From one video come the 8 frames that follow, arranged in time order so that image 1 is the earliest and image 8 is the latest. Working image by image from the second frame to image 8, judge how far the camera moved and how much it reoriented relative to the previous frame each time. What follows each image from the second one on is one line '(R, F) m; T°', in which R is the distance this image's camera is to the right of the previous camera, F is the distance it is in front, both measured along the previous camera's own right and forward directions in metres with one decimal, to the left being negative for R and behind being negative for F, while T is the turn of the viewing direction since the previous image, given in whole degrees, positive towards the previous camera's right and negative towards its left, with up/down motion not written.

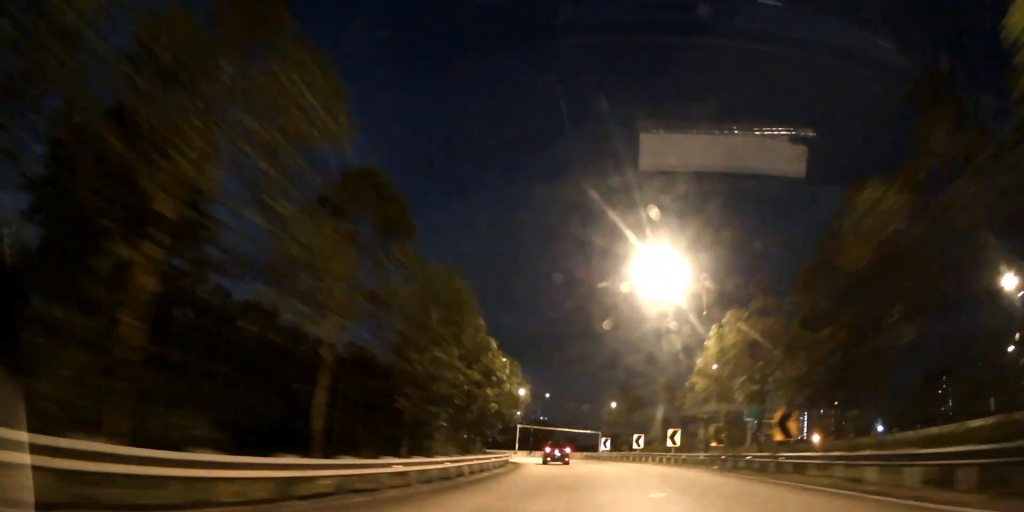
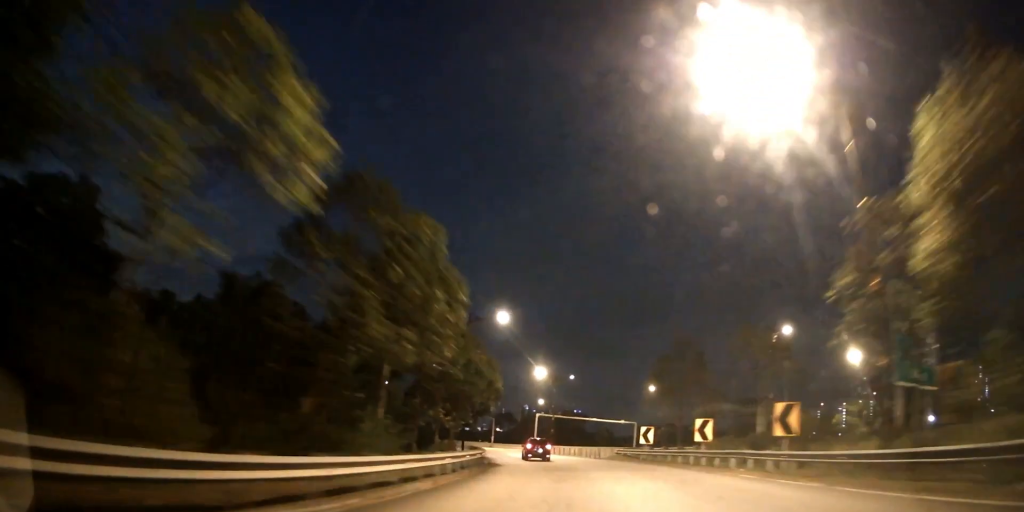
(-0.4, +20.6) m; -3°
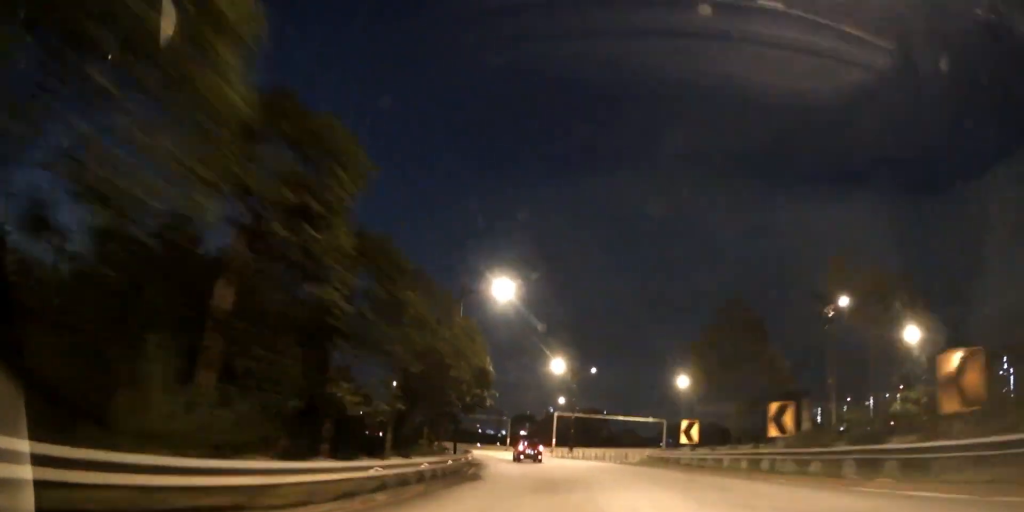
(0.0, +9.6) m; -2°
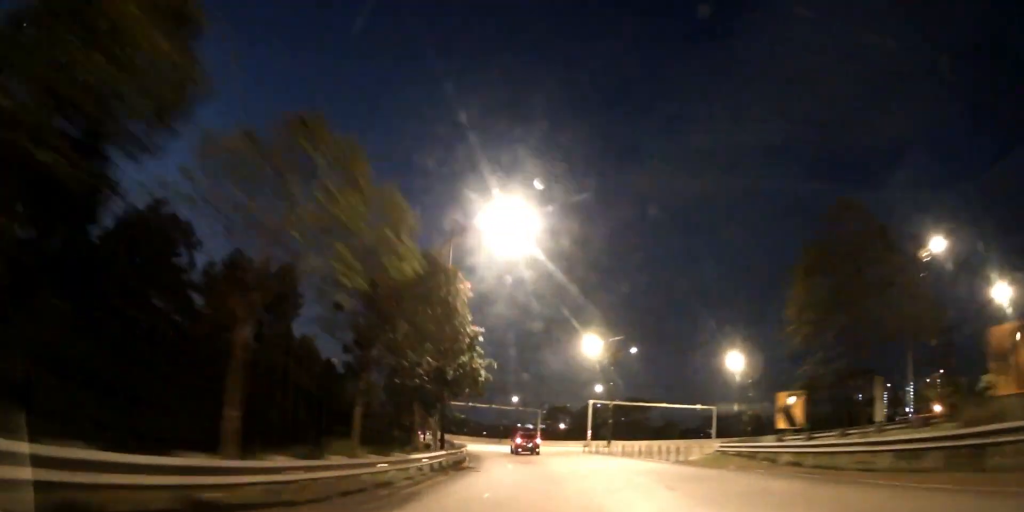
(-0.3, +11.4) m; -5°
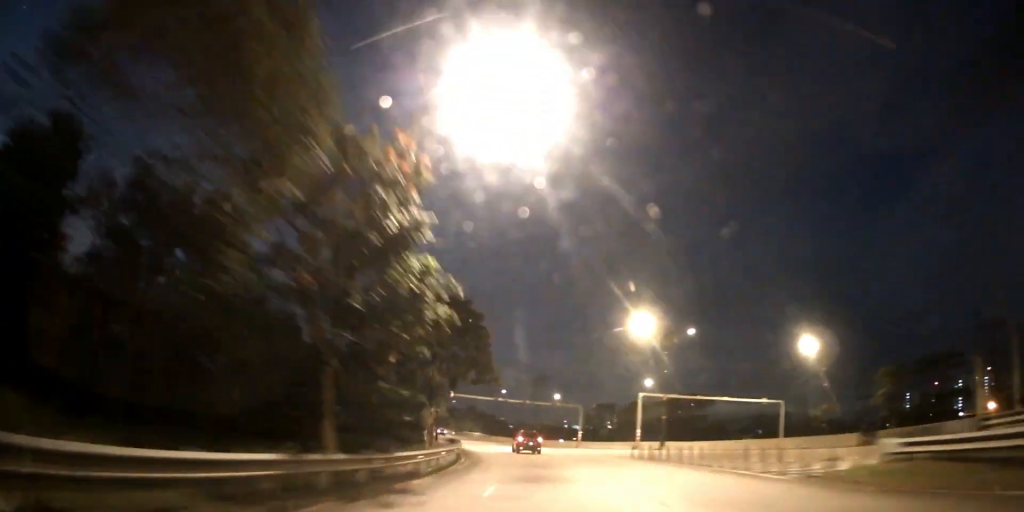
(-0.7, +12.5) m; -5°
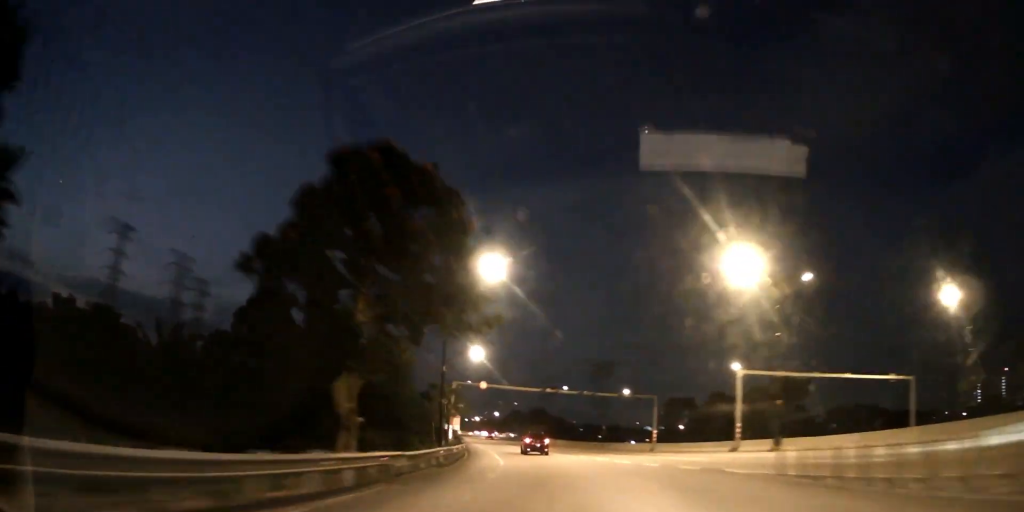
(-1.4, +19.1) m; -8°
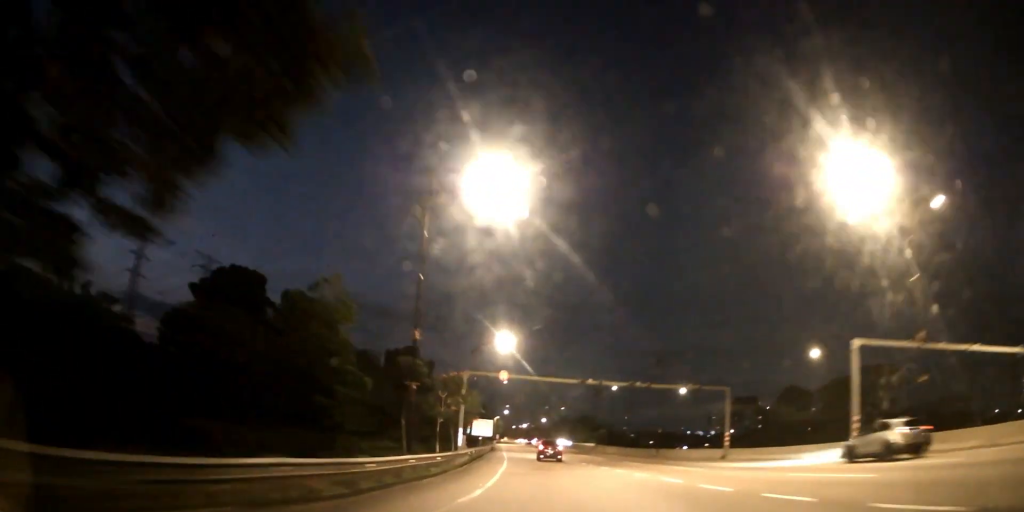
(-0.6, +14.4) m; -4°
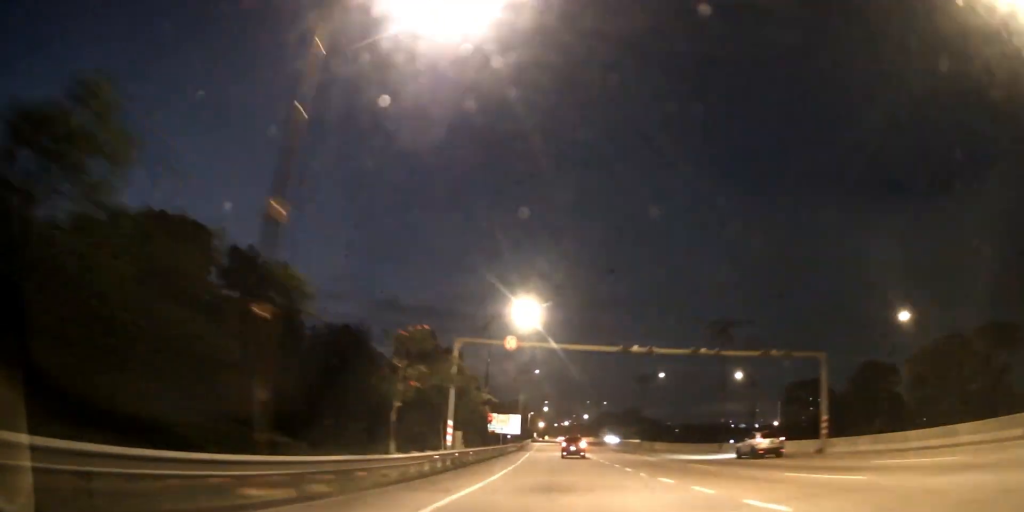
(-0.4, +13.4) m; -3°
